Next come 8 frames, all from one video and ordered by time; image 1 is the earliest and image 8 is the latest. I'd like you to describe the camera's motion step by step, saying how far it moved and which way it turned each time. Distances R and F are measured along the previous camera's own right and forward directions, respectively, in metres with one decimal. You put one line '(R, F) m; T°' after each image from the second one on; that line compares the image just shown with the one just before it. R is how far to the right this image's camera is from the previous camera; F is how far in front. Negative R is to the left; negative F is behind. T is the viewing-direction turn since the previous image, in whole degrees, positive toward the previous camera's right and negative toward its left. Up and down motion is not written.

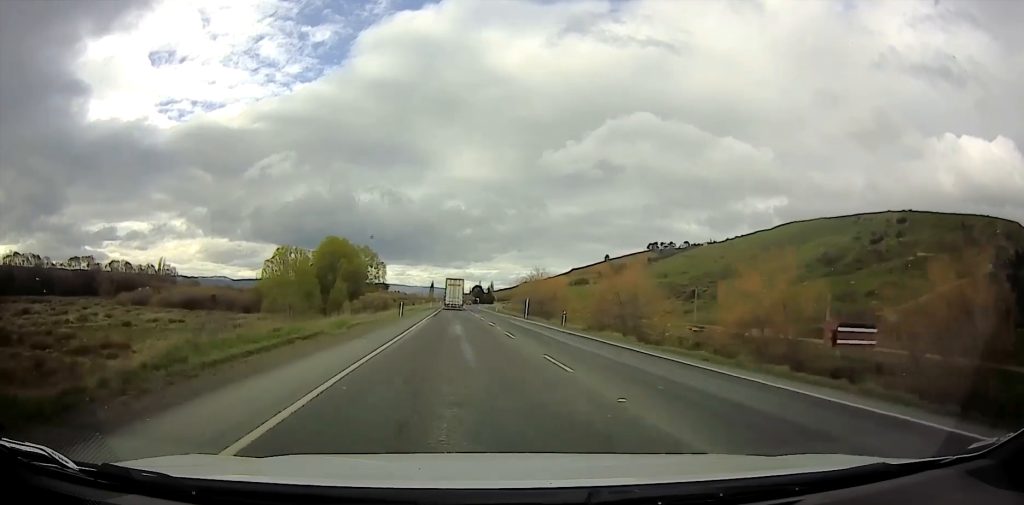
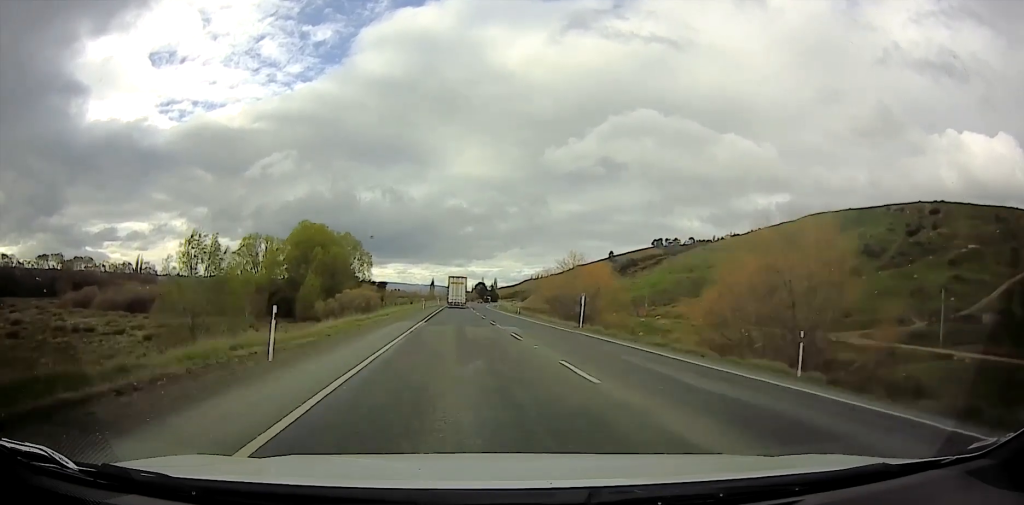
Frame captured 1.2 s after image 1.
(+0.6, +29.0) m; +2°
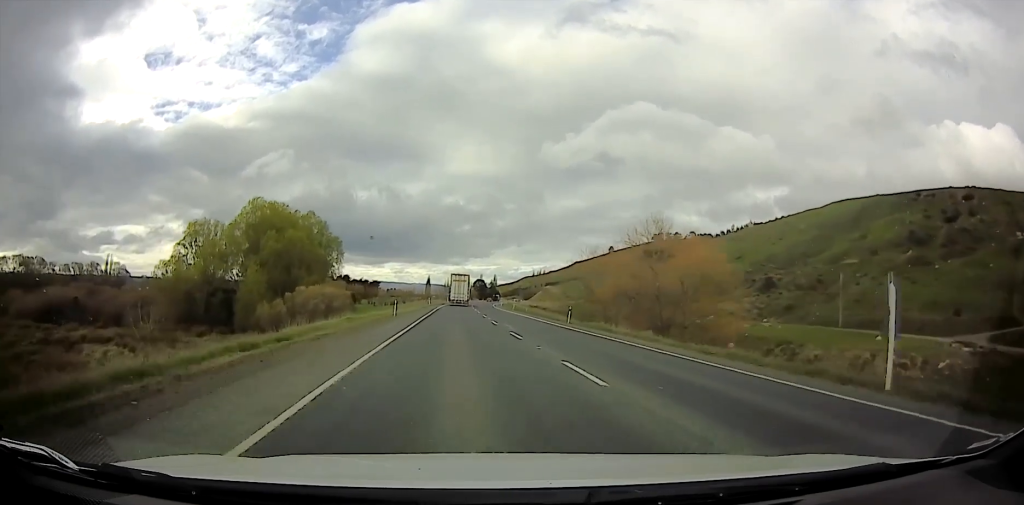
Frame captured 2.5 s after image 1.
(0.0, +35.4) m; 0°
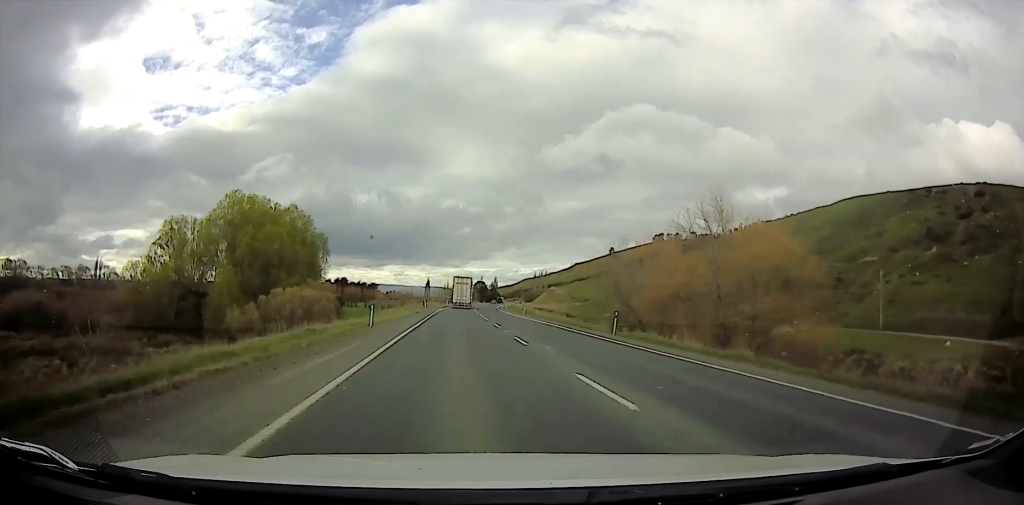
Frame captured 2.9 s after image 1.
(0.0, +12.9) m; 0°
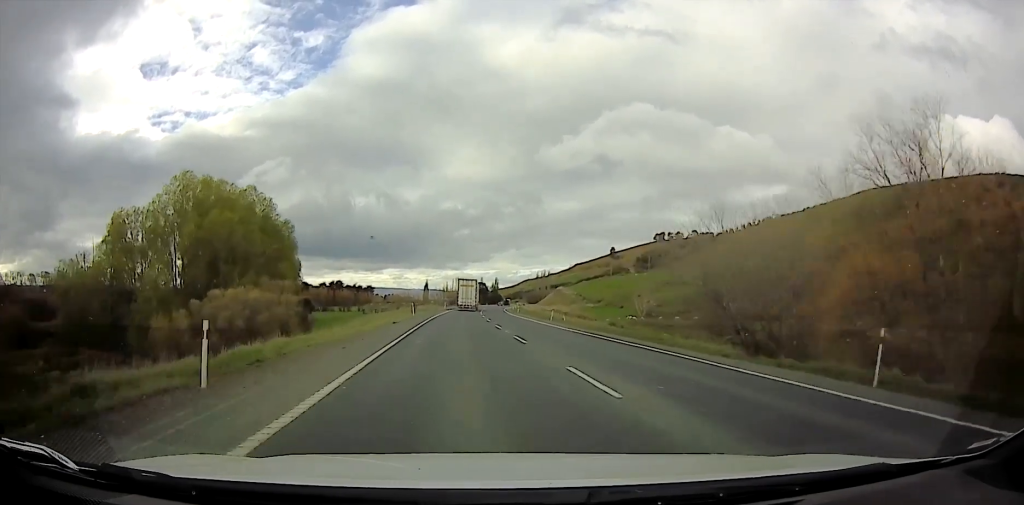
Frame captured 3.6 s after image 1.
(0.0, +21.5) m; 0°
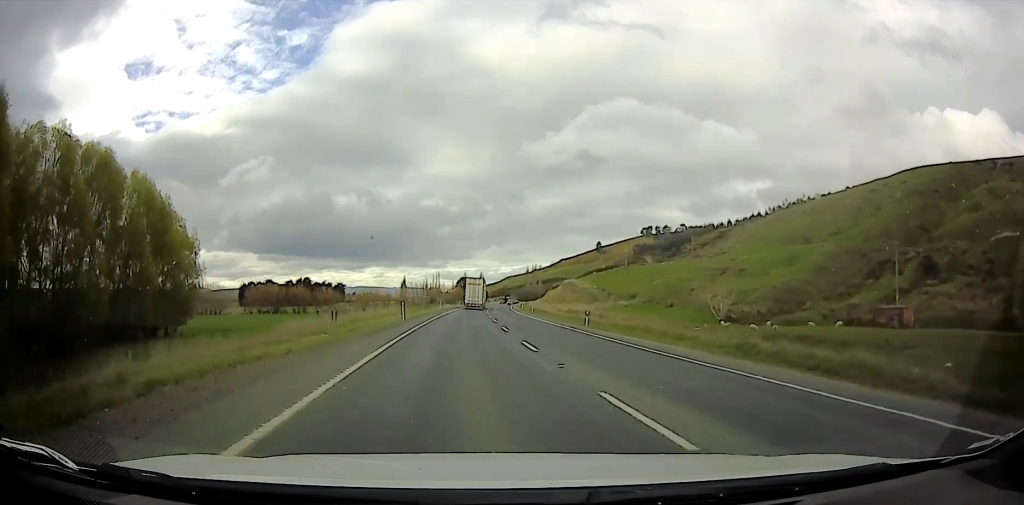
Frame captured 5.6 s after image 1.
(+0.2, +53.3) m; 0°
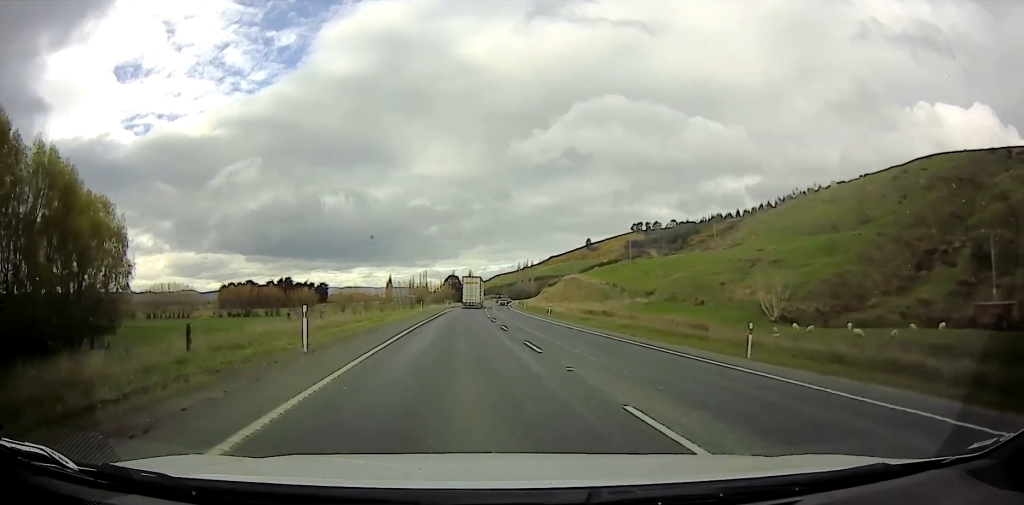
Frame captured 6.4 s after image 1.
(0.0, +18.5) m; 0°
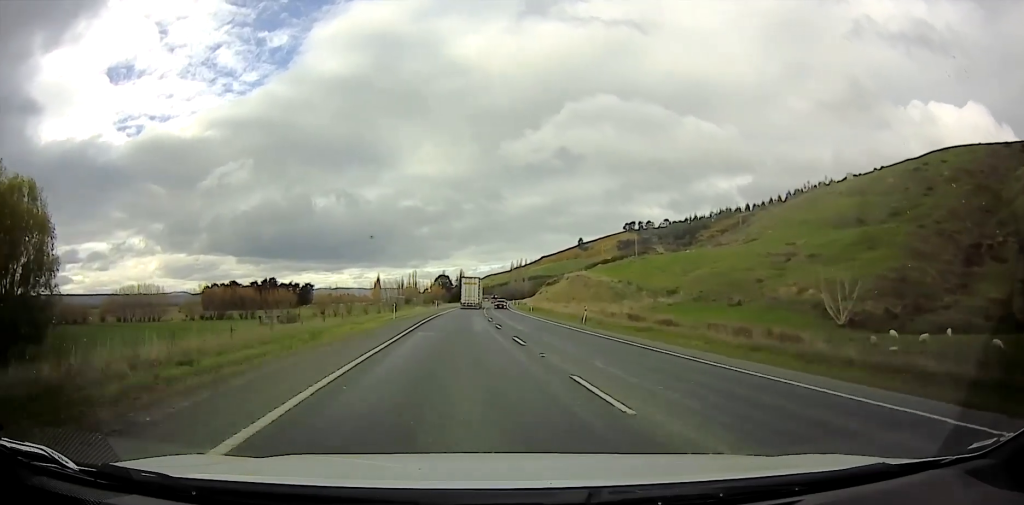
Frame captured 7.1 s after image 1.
(+0.2, +15.0) m; 0°
